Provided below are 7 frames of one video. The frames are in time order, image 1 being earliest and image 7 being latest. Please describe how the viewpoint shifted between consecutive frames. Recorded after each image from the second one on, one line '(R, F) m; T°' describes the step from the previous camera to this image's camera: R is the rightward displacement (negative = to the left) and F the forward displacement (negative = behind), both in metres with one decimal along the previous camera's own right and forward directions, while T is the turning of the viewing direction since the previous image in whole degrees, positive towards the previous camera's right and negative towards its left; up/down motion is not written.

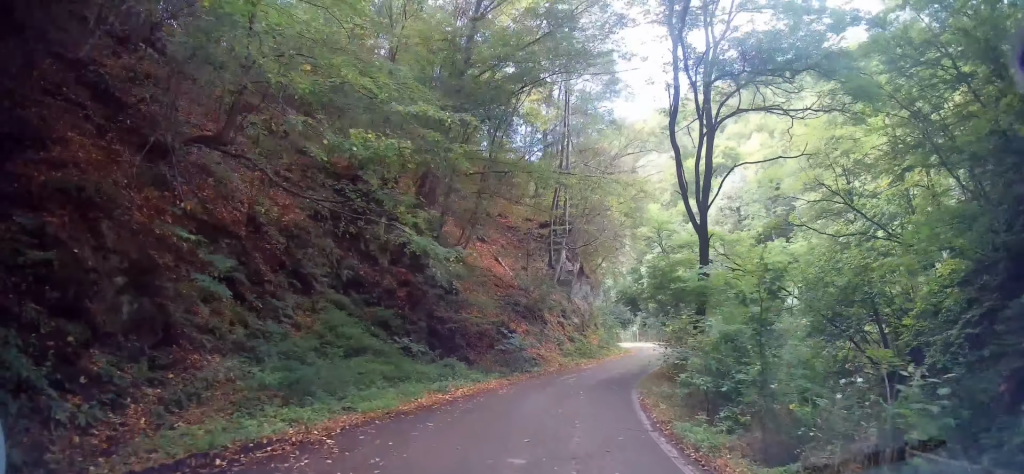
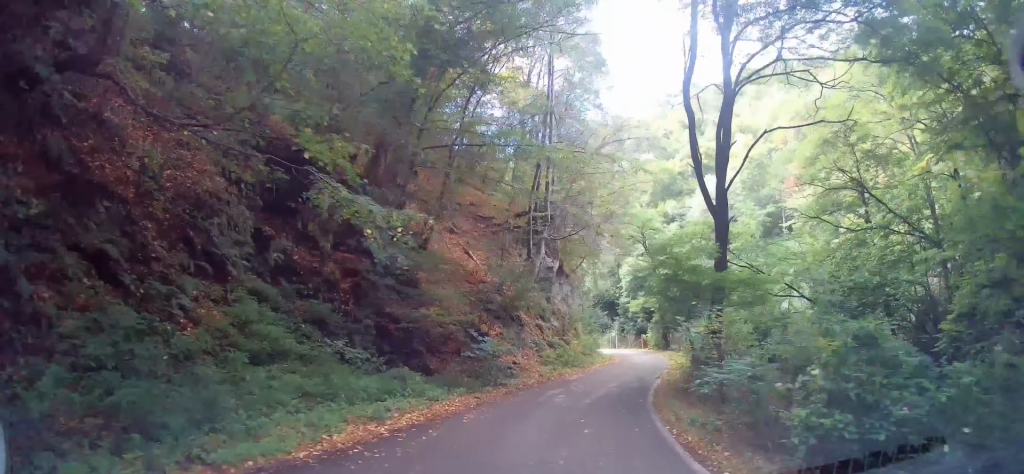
(-0.2, +3.5) m; +3°
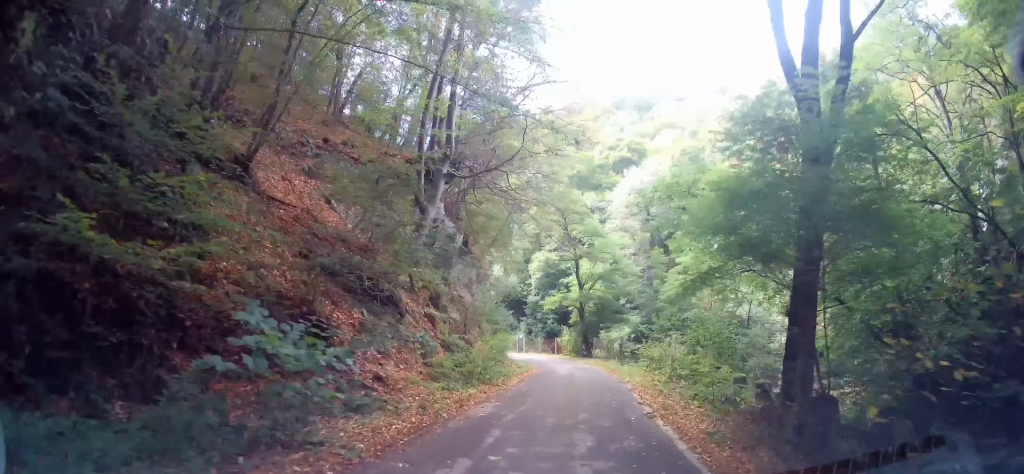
(+0.7, +8.1) m; +11°
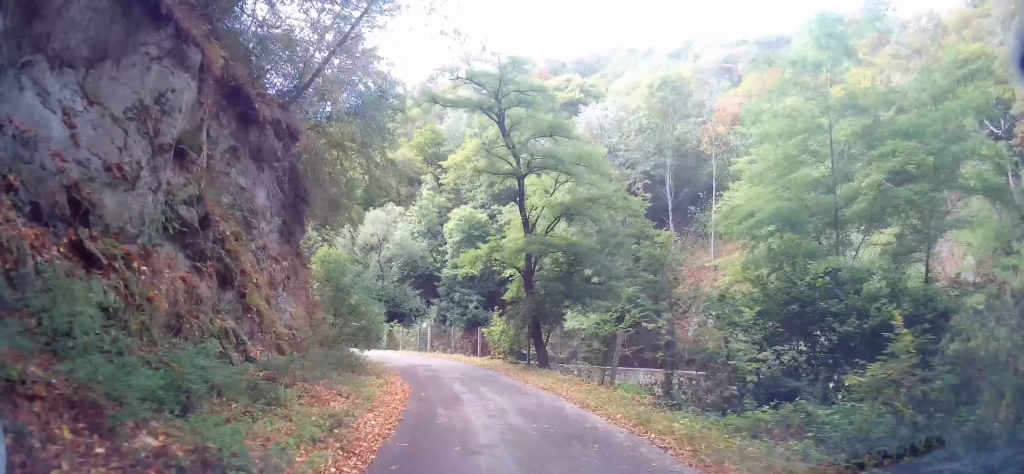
(+1.9, +19.9) m; +8°
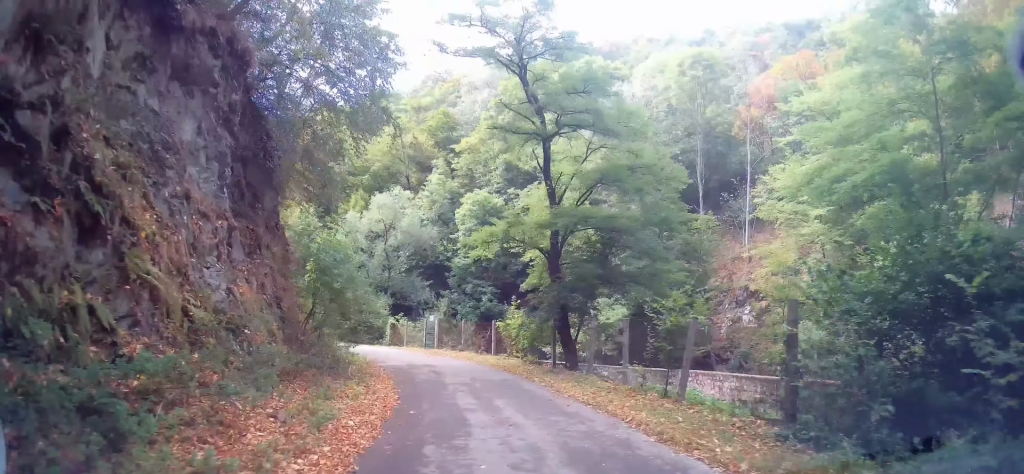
(+0.2, +3.9) m; 0°
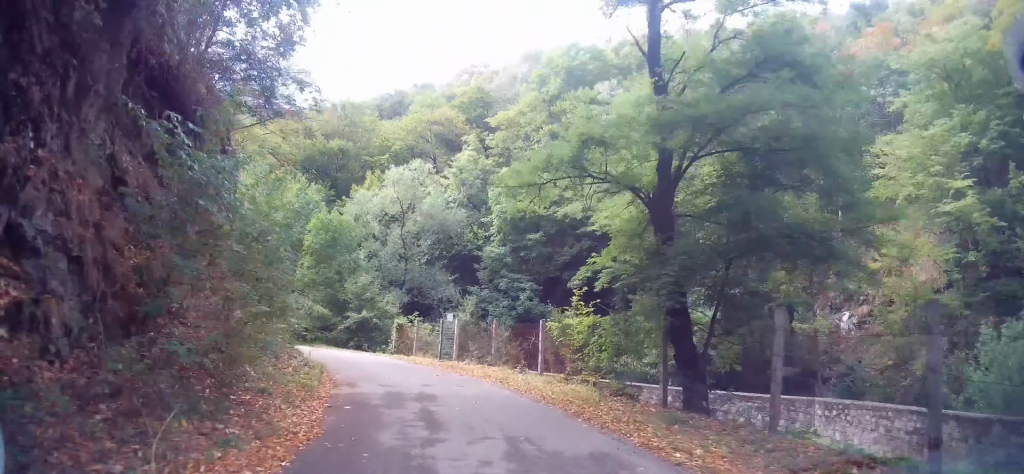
(0.0, +8.4) m; -4°
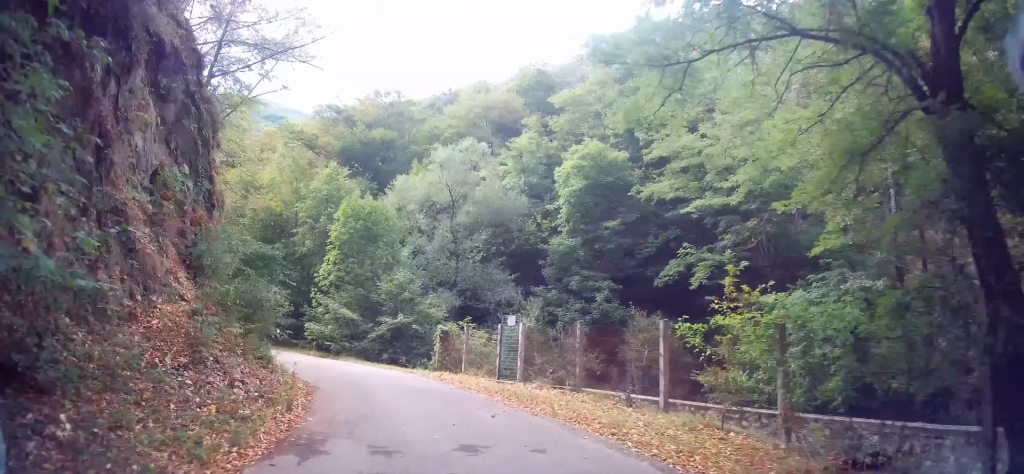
(-0.3, +6.3) m; -7°
